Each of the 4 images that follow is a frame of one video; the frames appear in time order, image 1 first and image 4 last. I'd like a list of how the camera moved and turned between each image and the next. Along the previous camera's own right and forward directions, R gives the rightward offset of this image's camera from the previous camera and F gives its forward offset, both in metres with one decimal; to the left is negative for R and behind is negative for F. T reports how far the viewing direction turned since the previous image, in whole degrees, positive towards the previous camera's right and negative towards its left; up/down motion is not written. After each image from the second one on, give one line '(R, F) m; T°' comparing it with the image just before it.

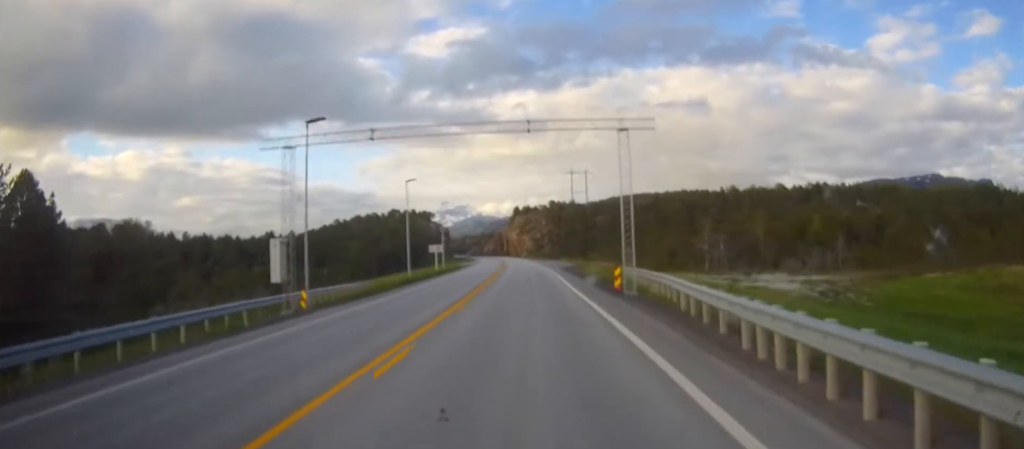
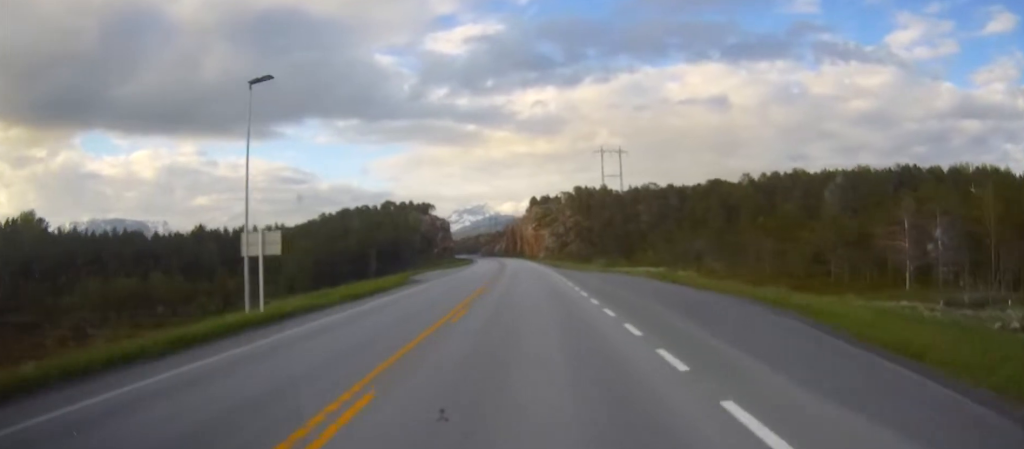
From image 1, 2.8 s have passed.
(-0.6, +64.3) m; -1°
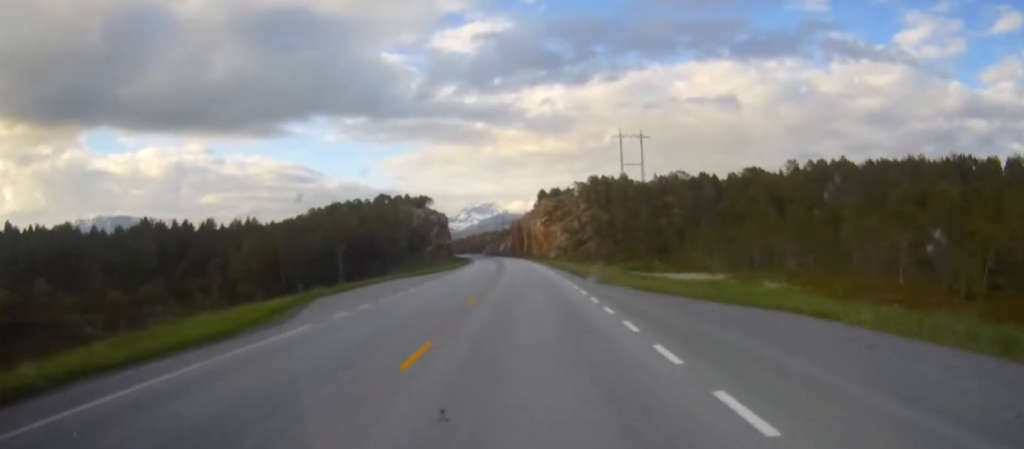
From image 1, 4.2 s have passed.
(-0.1, +30.9) m; -1°
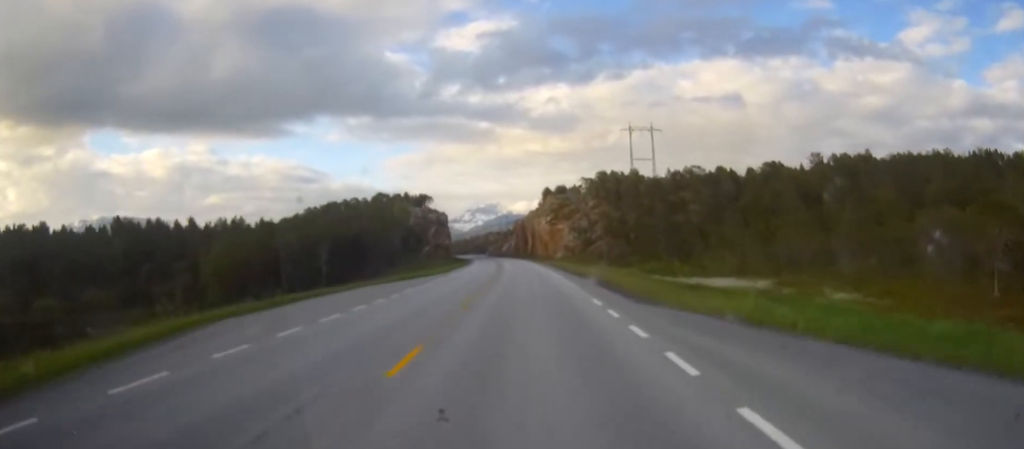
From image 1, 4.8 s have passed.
(0.0, +12.8) m; 0°
